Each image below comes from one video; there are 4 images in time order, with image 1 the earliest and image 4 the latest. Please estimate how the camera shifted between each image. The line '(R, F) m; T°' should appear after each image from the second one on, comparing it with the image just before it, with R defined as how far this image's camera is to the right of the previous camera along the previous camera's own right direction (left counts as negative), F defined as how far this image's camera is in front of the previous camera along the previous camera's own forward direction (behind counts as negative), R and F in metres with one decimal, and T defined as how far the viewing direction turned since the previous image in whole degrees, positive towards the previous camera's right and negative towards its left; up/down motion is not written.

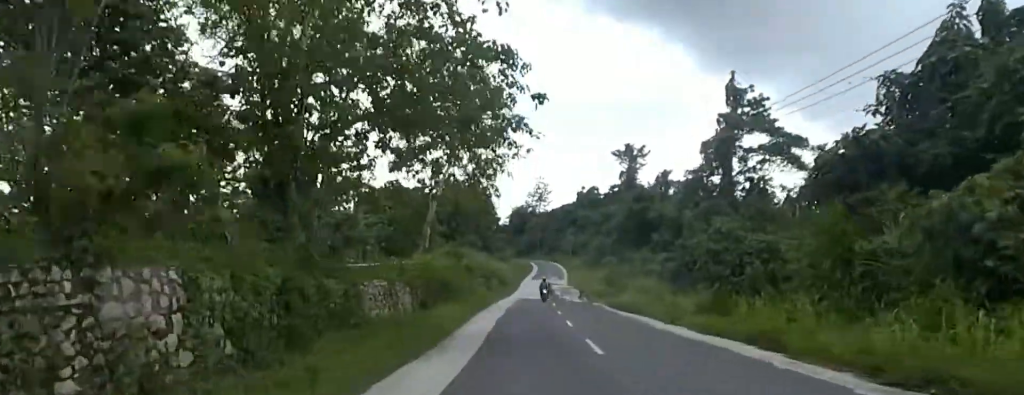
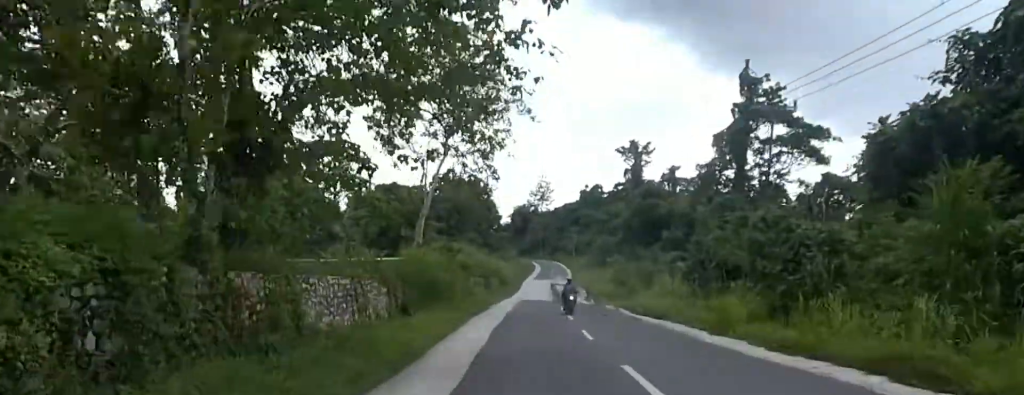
(0.0, +4.4) m; +3°
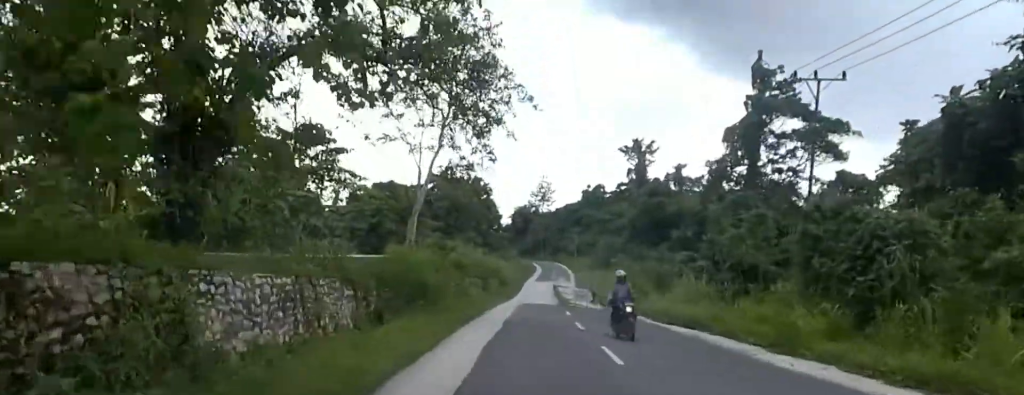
(-0.1, +3.7) m; +2°
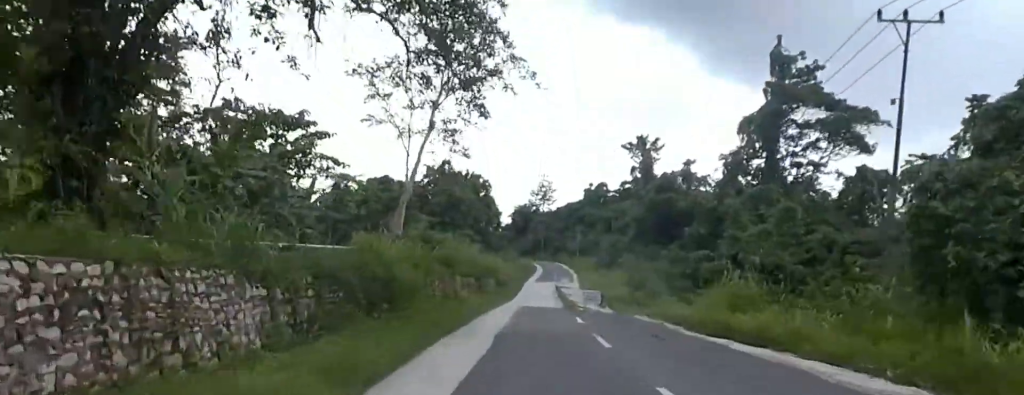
(+0.3, +5.1) m; +1°
